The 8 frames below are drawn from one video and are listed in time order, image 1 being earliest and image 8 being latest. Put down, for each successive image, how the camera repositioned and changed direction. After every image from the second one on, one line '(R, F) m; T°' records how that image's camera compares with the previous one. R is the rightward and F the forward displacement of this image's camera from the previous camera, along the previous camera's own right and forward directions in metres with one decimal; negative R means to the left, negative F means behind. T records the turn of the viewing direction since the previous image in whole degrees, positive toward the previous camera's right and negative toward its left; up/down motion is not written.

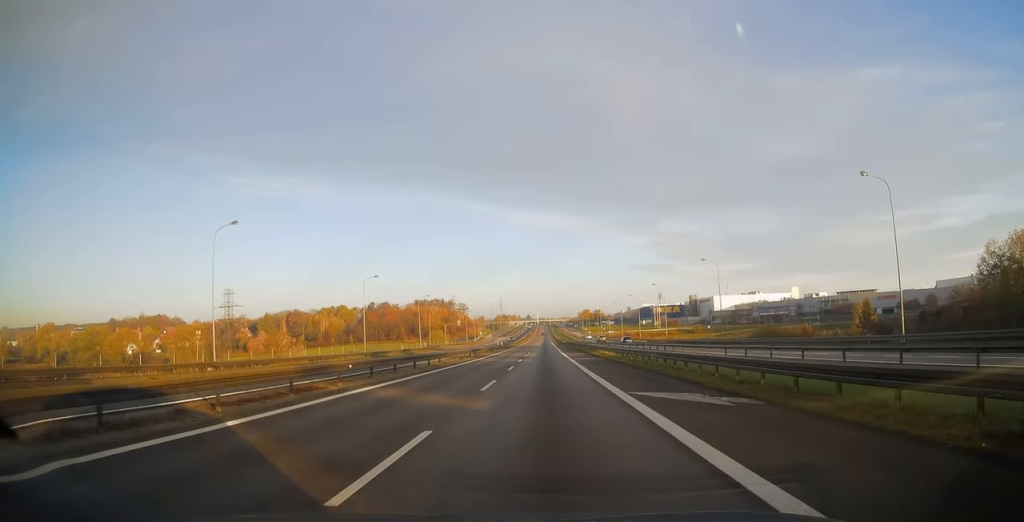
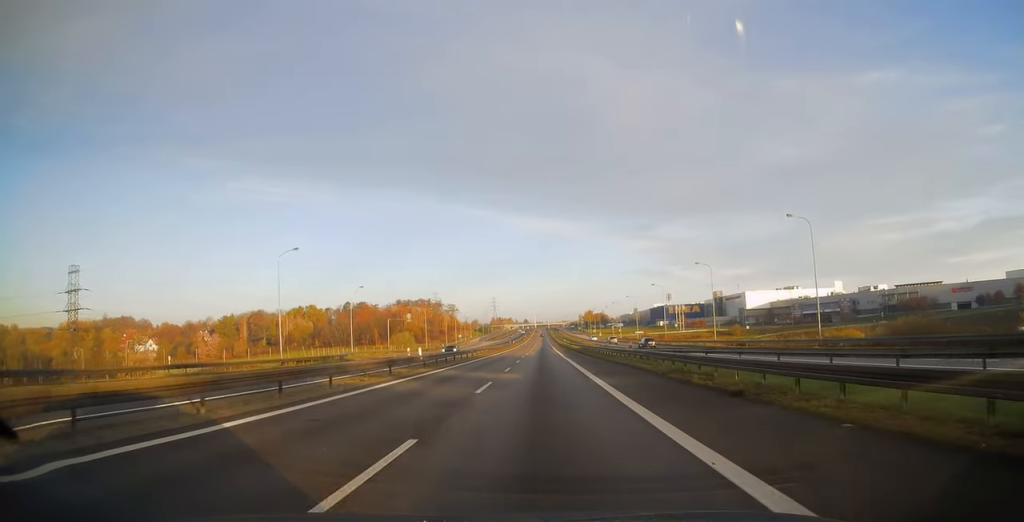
(0.0, +60.5) m; 0°
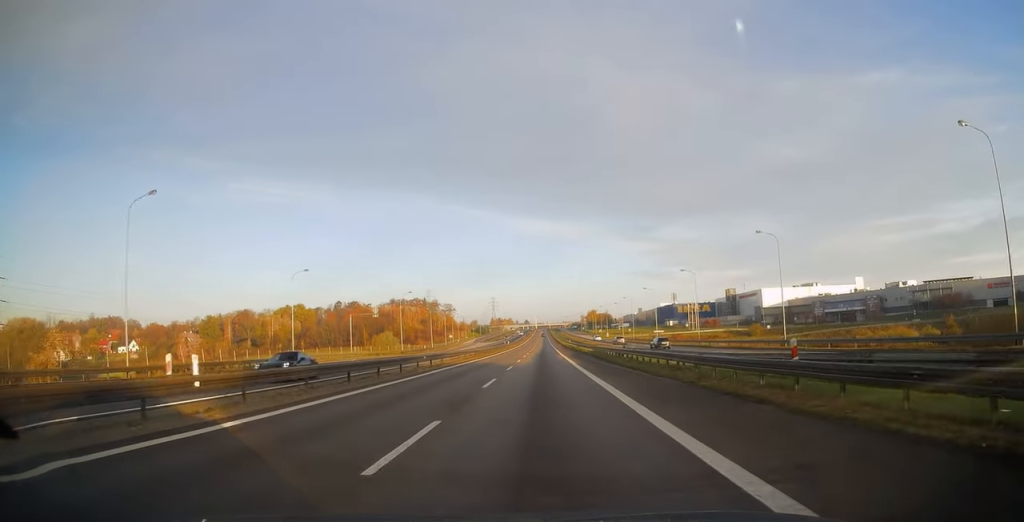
(0.0, +22.0) m; 0°
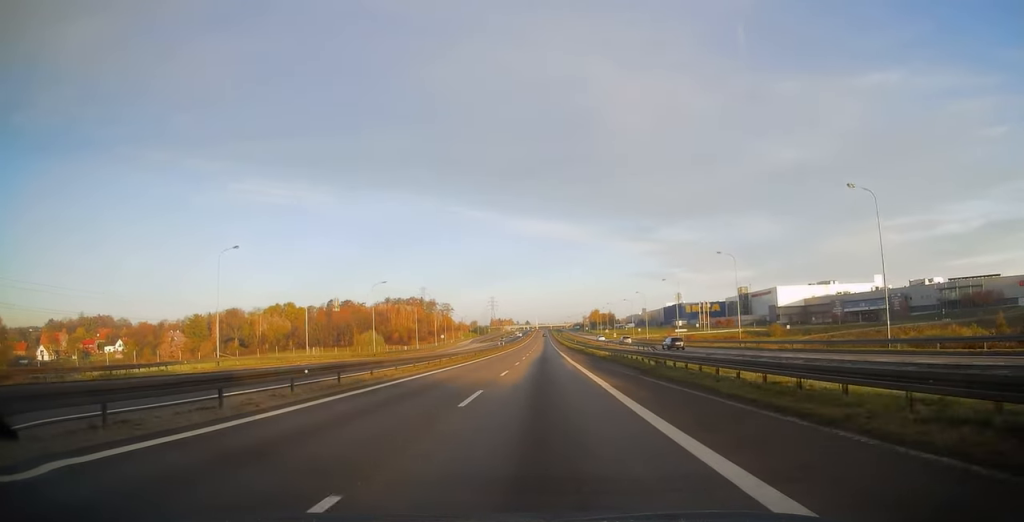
(0.0, +17.1) m; 0°
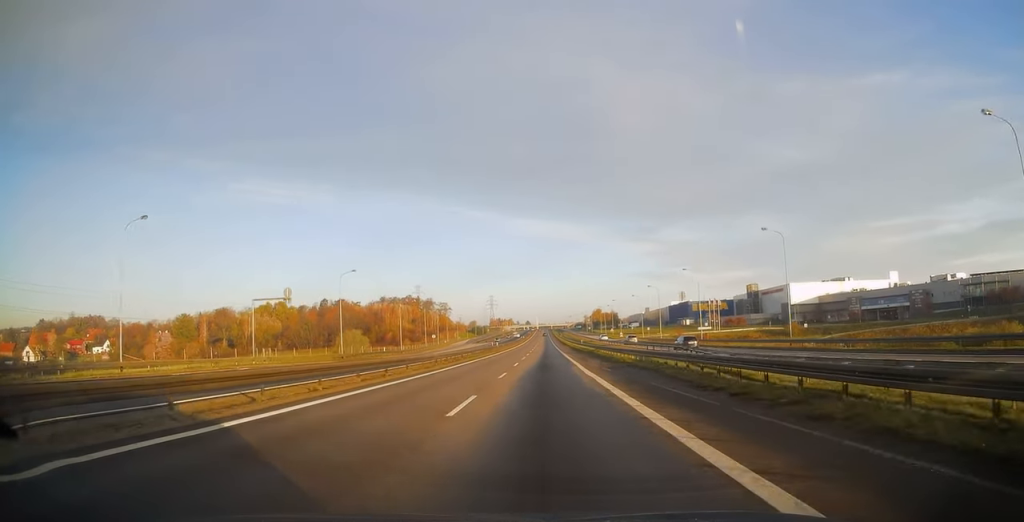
(0.0, +13.9) m; 0°
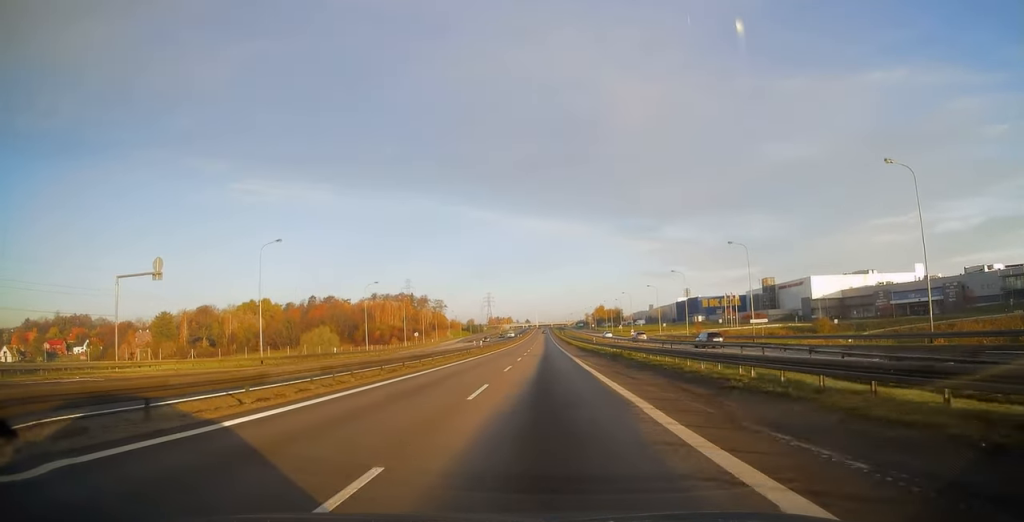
(0.0, +20.9) m; 0°
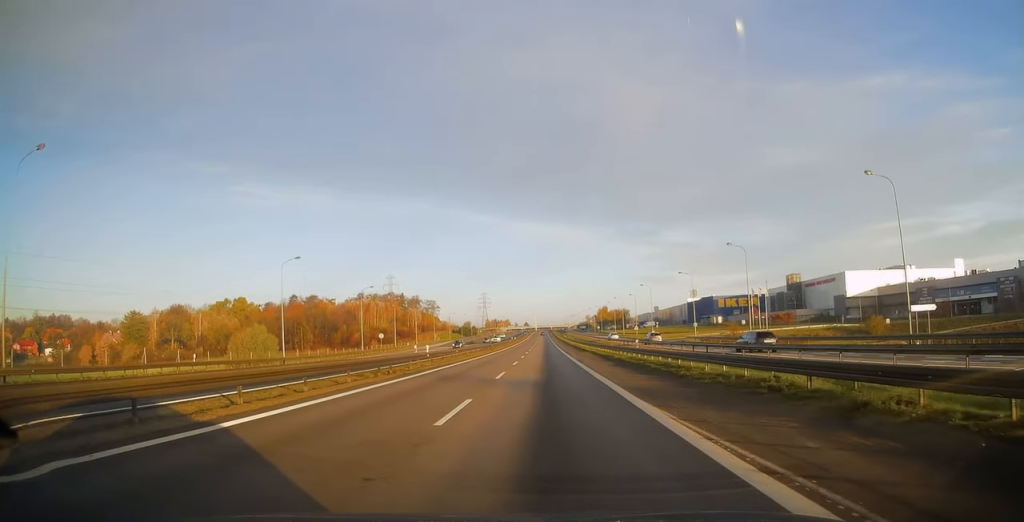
(0.0, +28.3) m; 0°
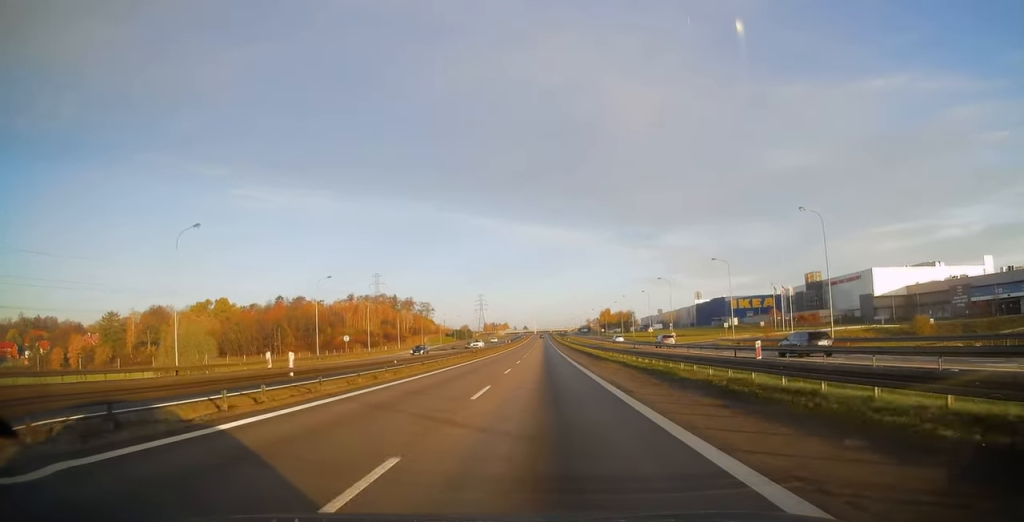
(0.0, +18.7) m; 0°
